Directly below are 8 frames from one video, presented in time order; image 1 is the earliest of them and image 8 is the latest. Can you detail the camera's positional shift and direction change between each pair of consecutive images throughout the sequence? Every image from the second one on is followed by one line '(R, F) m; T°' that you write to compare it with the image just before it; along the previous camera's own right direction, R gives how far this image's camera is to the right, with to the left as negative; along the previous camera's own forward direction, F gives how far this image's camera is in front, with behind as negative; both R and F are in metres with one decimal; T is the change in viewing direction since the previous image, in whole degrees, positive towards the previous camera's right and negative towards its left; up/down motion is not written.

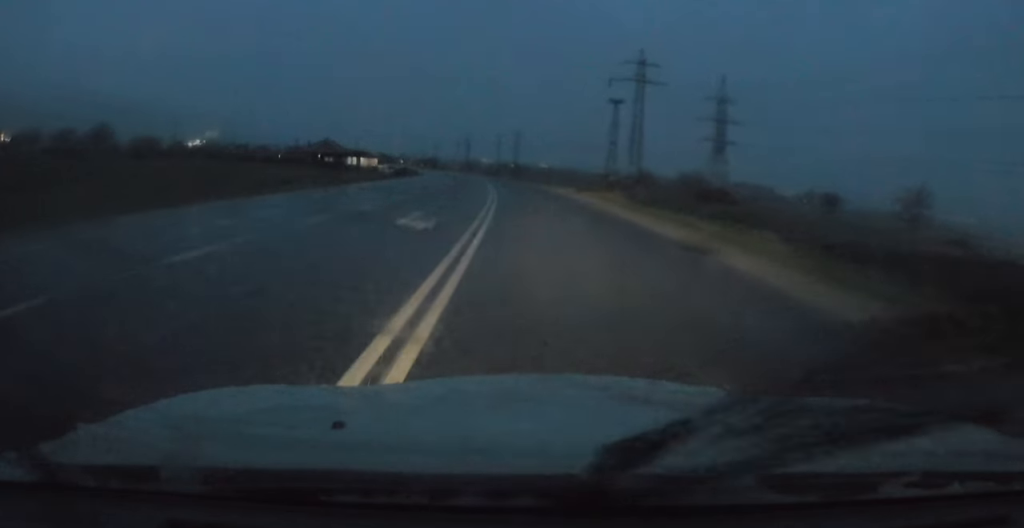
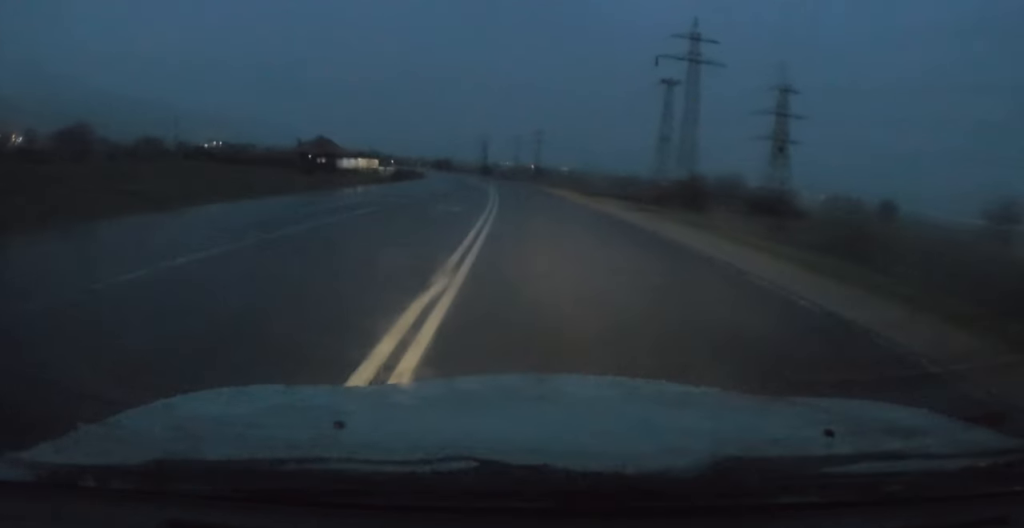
(-0.4, +18.6) m; -2°
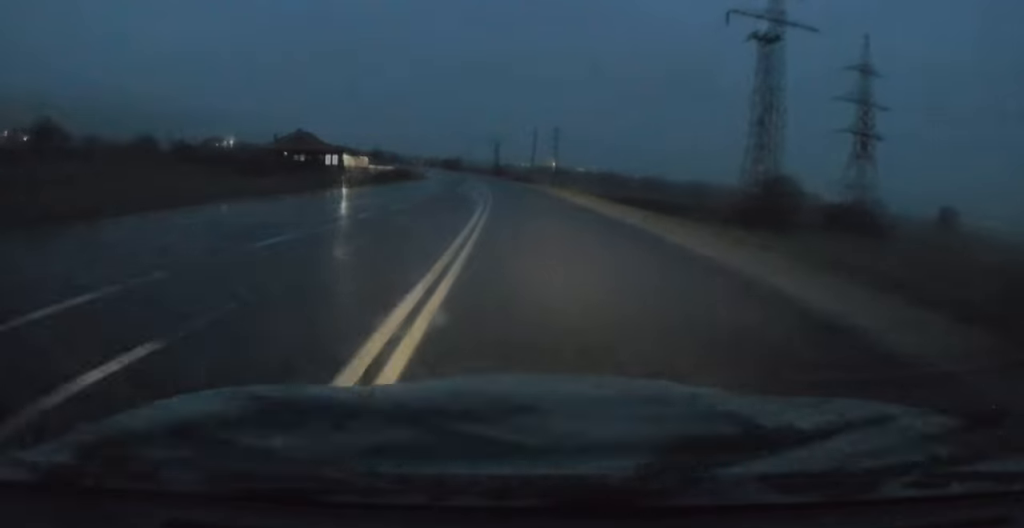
(-0.2, +19.9) m; -2°
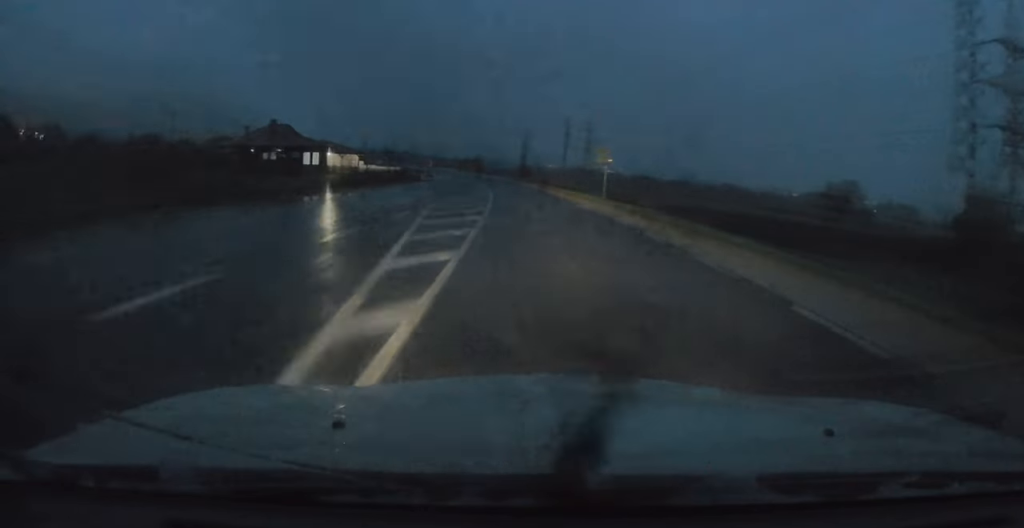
(-0.7, +21.9) m; -2°
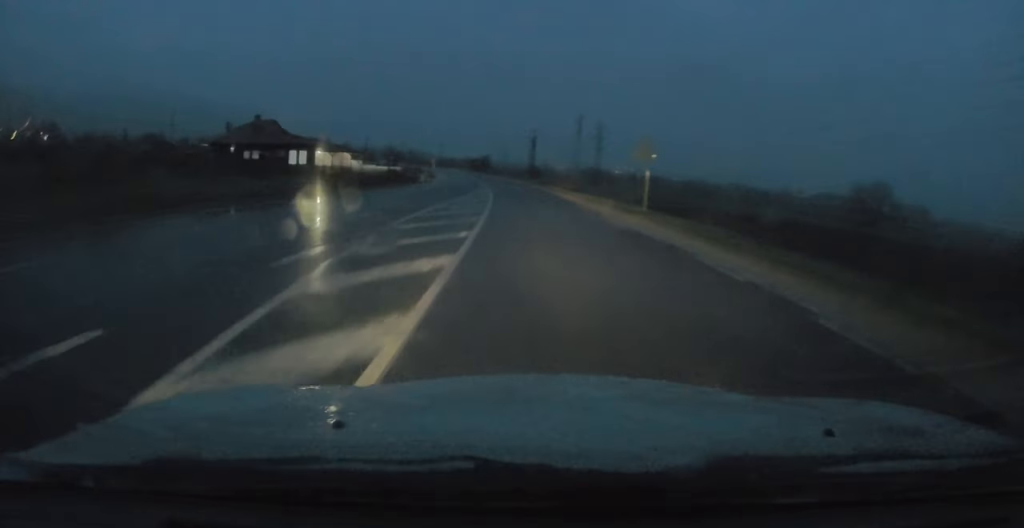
(-0.1, +8.4) m; 0°
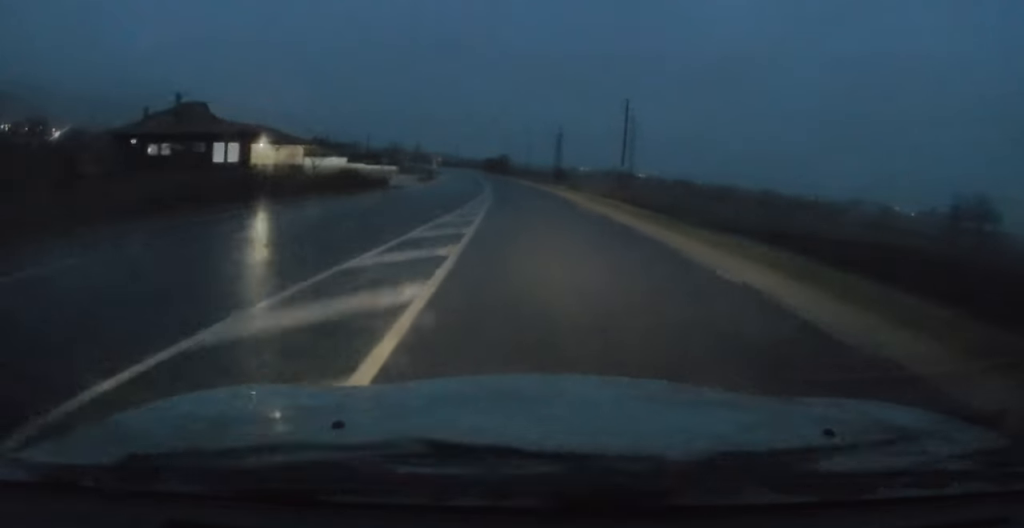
(-0.2, +24.0) m; -2°
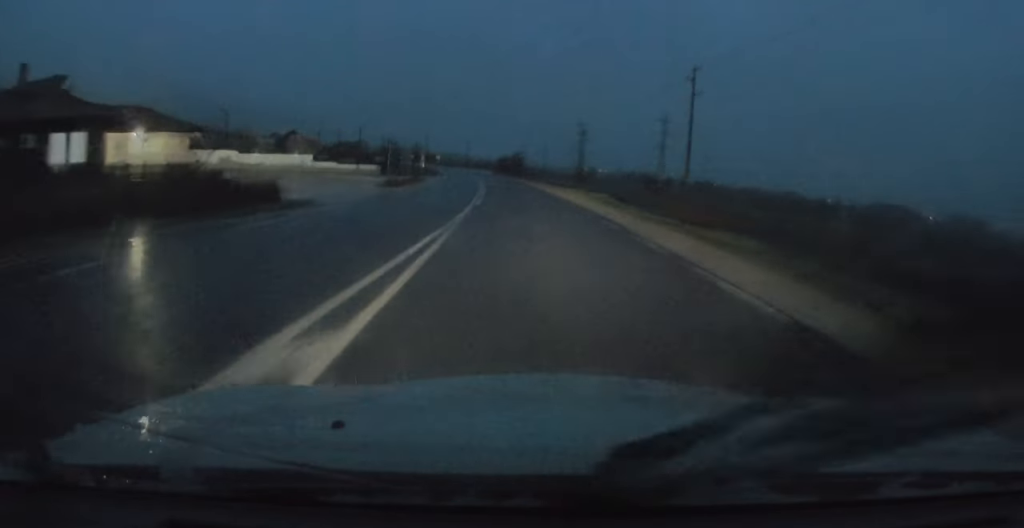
(-0.4, +22.2) m; -2°
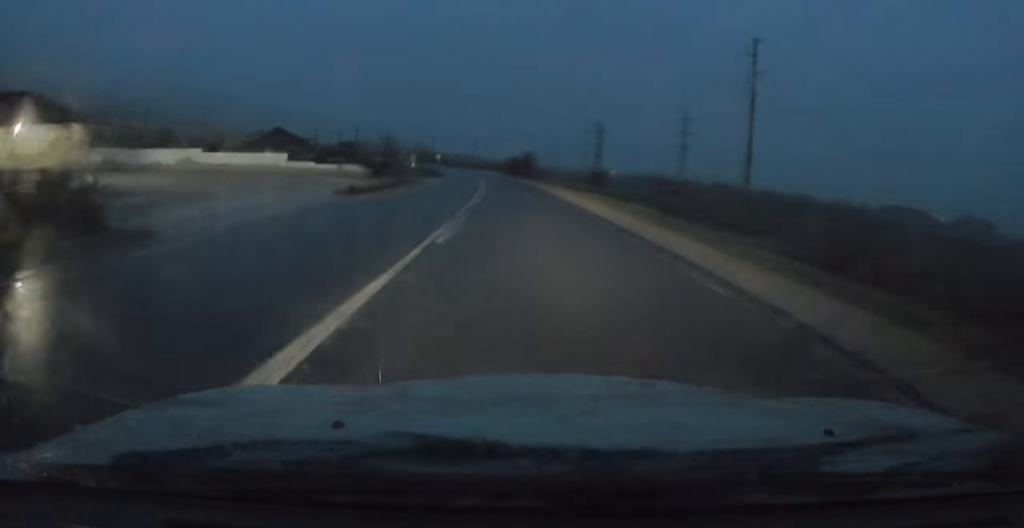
(-0.1, +11.1) m; -1°
